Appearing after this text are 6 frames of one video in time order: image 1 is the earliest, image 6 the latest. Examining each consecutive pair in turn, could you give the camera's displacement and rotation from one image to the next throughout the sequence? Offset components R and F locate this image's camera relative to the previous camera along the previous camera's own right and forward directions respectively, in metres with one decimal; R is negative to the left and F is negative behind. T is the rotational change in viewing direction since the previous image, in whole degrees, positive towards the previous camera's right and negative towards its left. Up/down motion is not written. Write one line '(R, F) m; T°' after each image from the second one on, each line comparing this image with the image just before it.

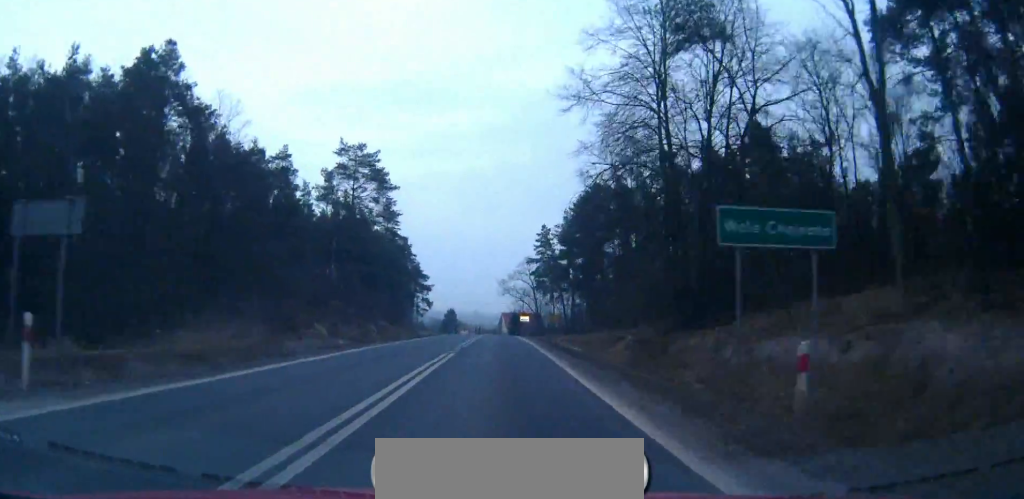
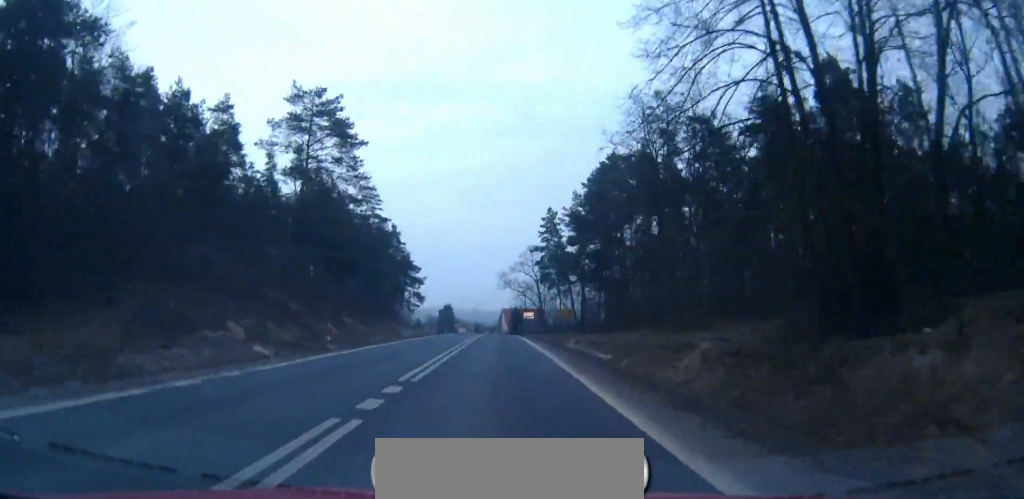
(0.0, +16.0) m; 0°
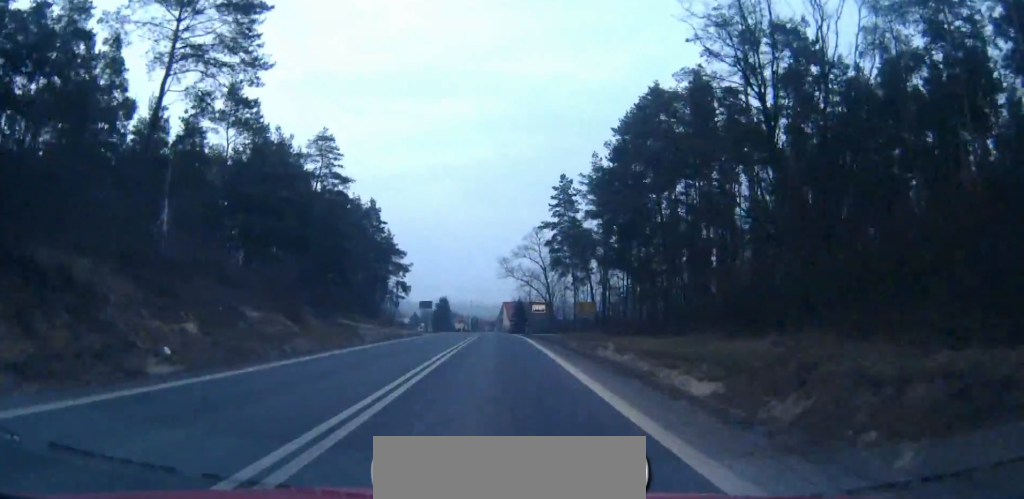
(0.0, +22.8) m; 0°
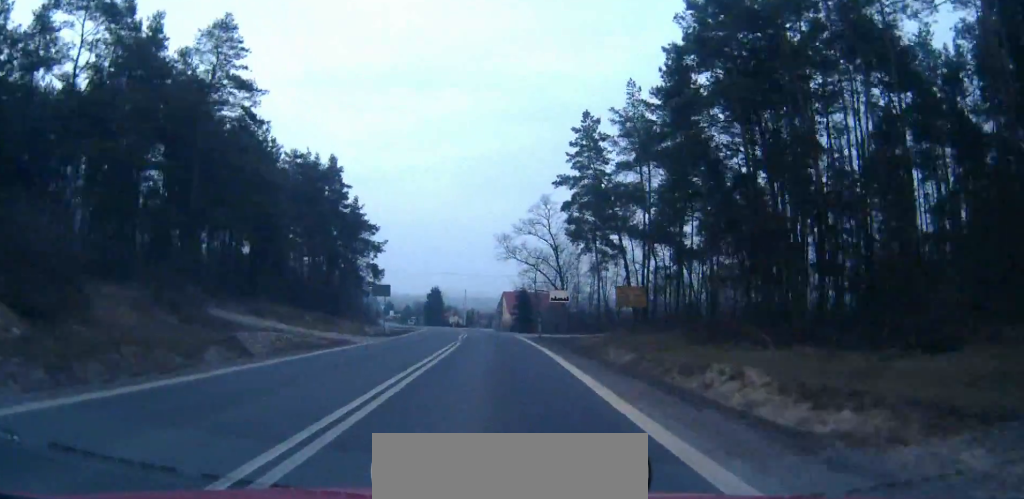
(0.0, +25.8) m; 0°
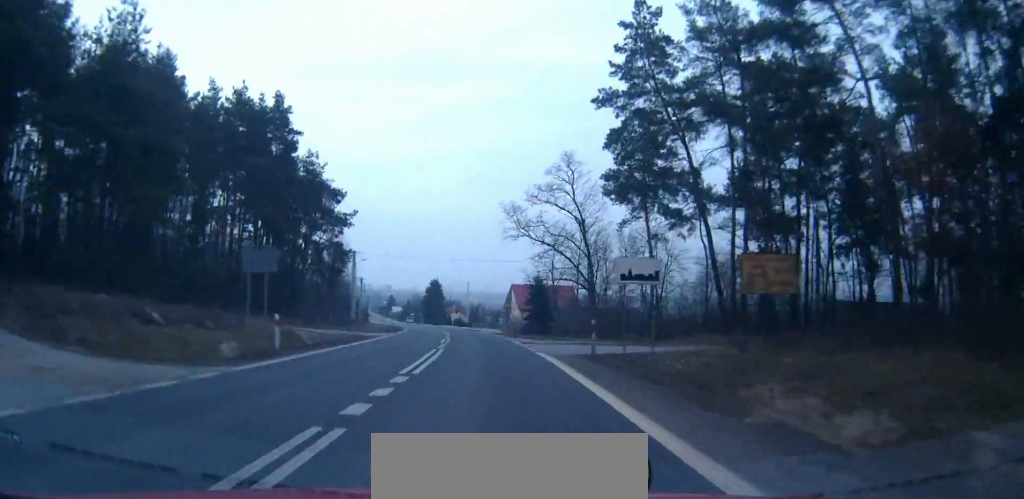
(-0.1, +24.1) m; -1°
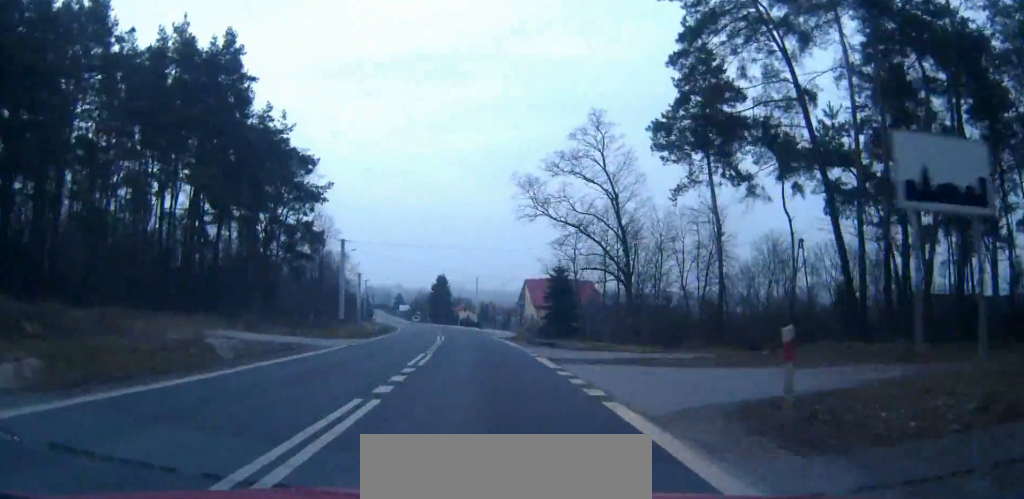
(-0.1, +14.7) m; -1°
